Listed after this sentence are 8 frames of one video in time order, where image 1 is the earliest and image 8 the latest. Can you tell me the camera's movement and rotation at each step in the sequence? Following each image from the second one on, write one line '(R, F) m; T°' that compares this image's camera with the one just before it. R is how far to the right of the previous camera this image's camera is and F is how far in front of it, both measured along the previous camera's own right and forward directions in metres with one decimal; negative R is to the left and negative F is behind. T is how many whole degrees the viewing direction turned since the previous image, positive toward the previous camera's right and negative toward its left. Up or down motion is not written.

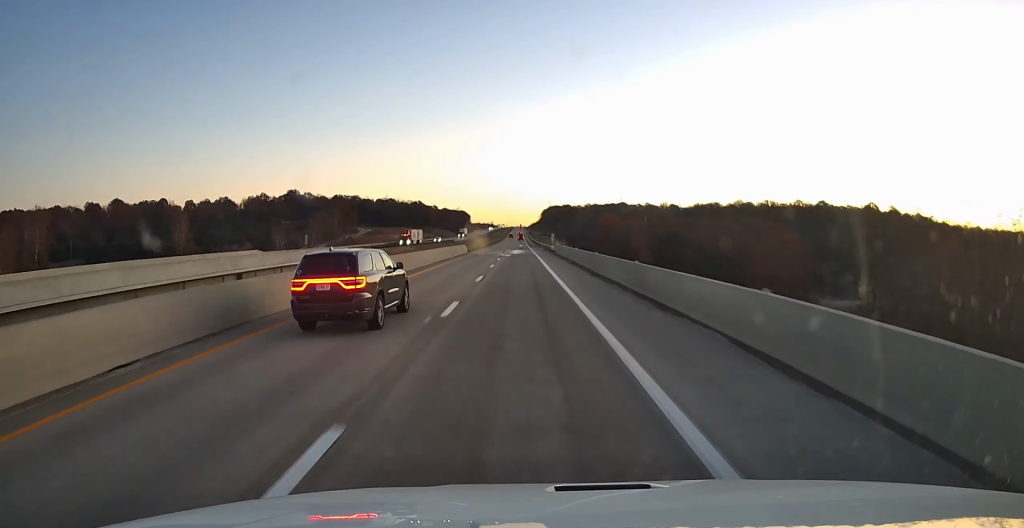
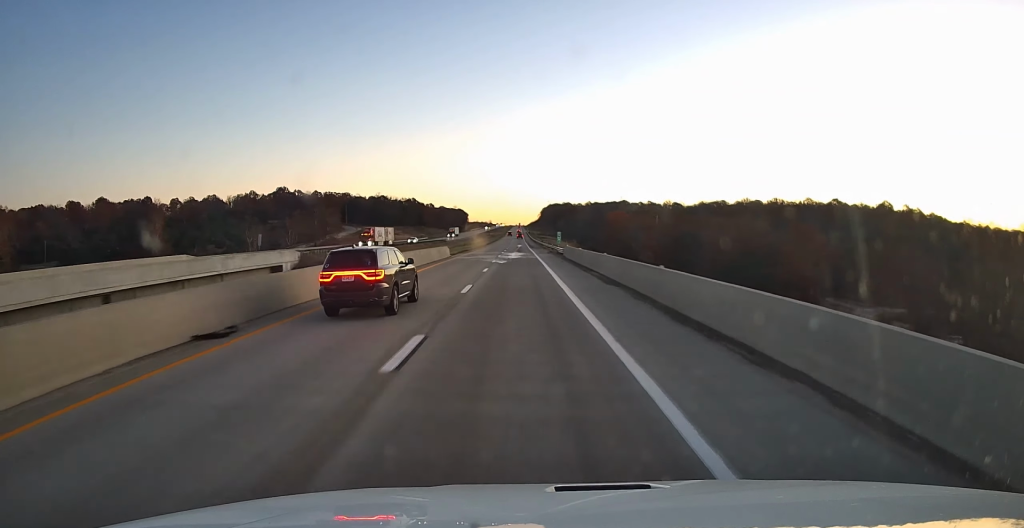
(-0.1, +18.2) m; 0°
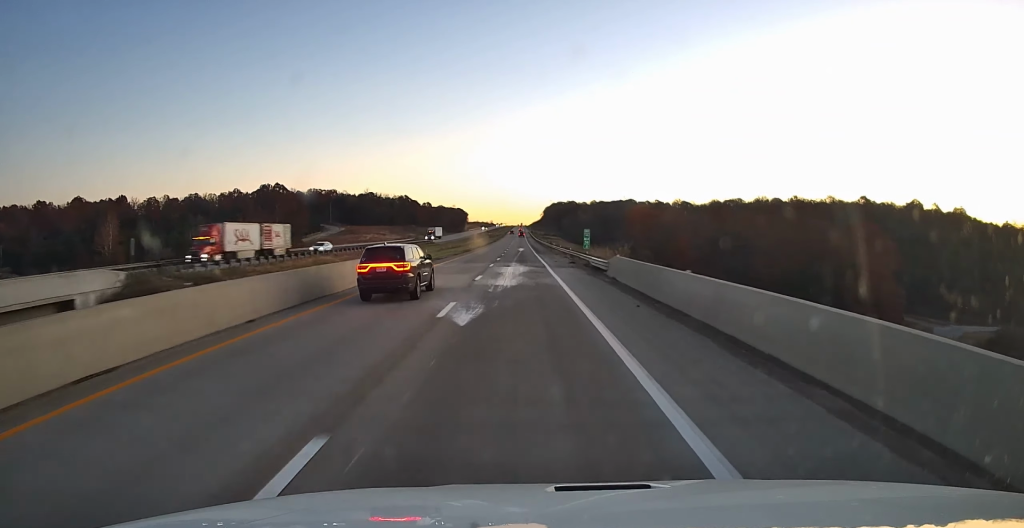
(+0.2, +30.2) m; 0°
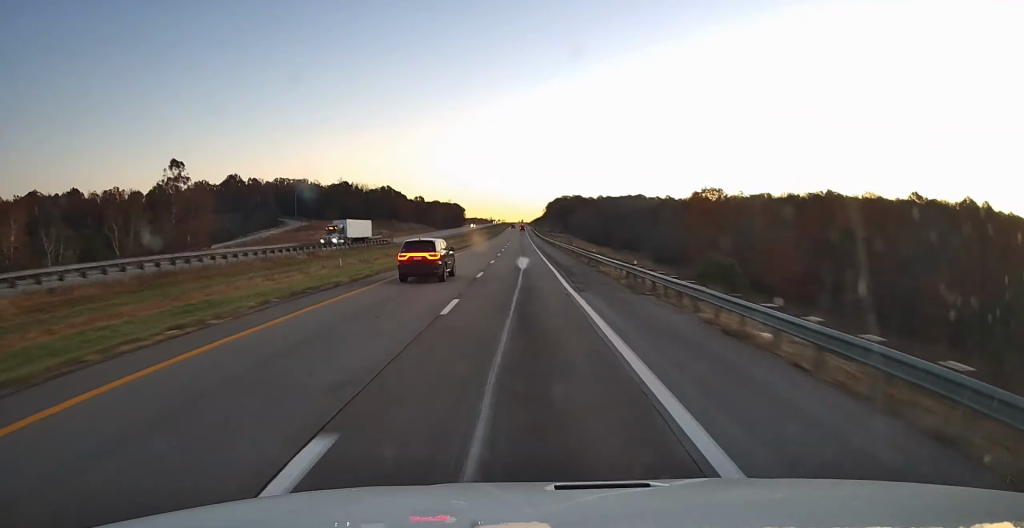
(-0.6, +47.9) m; -1°
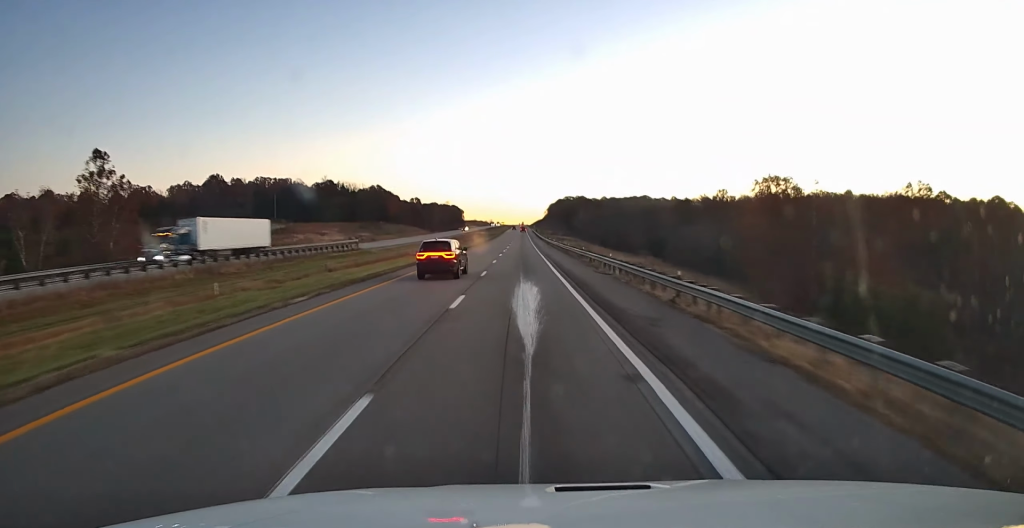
(-0.1, +22.4) m; +1°
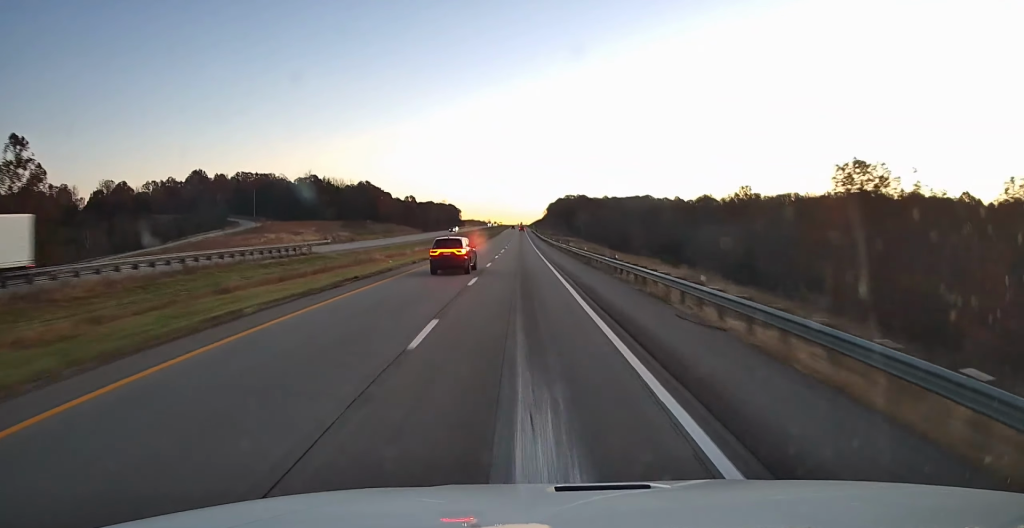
(+0.4, +17.8) m; 0°
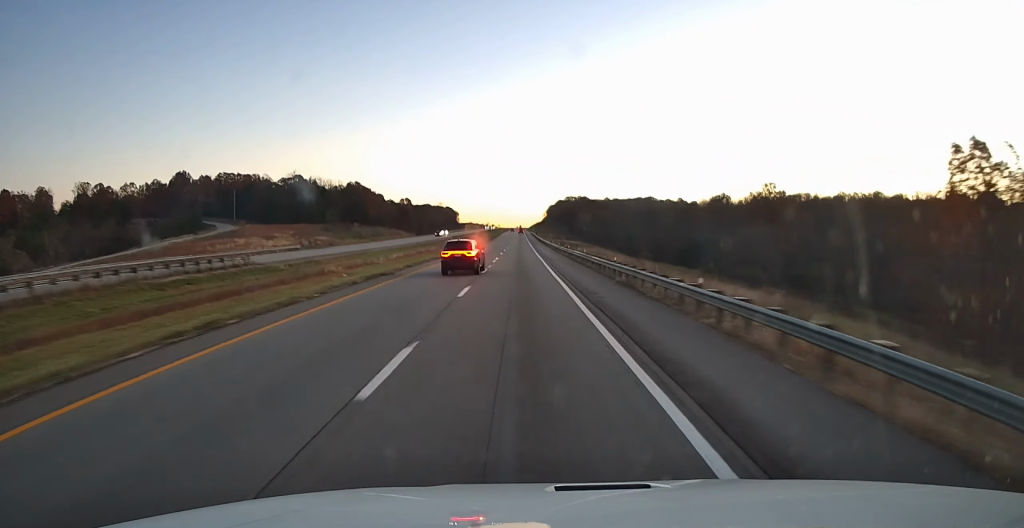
(0.0, +15.0) m; 0°
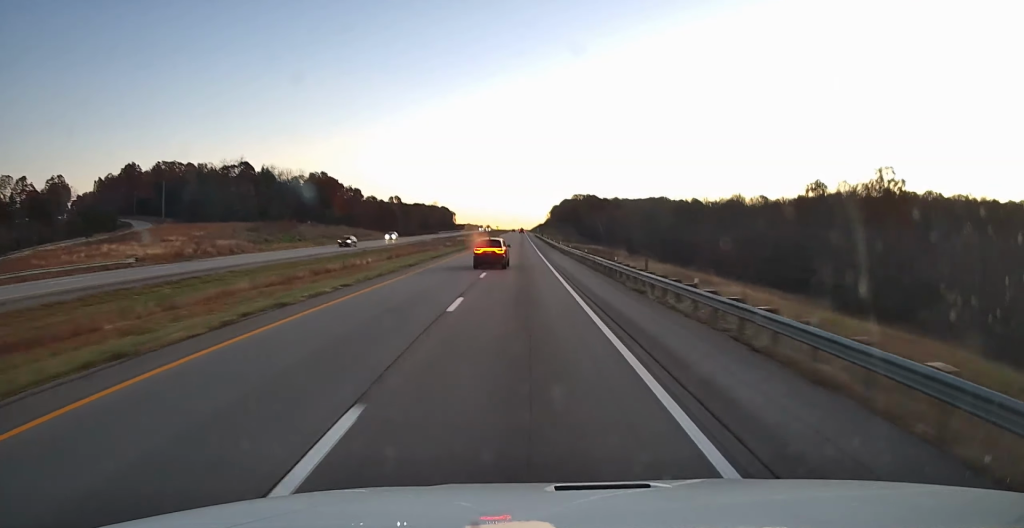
(-0.5, +44.6) m; 0°
